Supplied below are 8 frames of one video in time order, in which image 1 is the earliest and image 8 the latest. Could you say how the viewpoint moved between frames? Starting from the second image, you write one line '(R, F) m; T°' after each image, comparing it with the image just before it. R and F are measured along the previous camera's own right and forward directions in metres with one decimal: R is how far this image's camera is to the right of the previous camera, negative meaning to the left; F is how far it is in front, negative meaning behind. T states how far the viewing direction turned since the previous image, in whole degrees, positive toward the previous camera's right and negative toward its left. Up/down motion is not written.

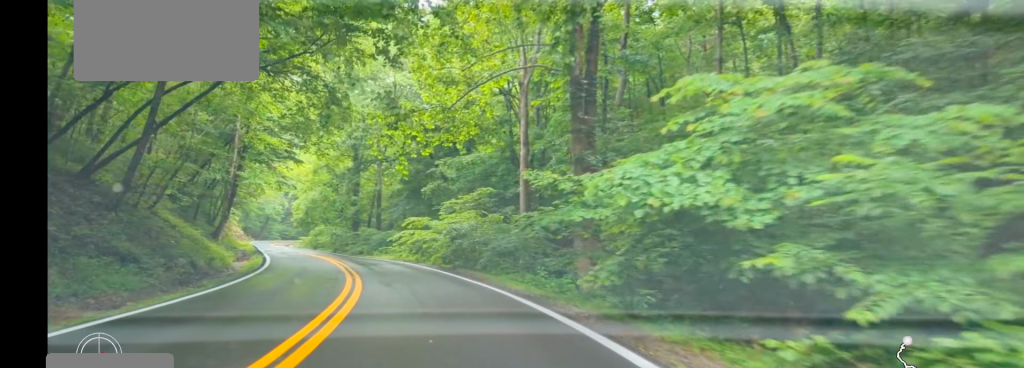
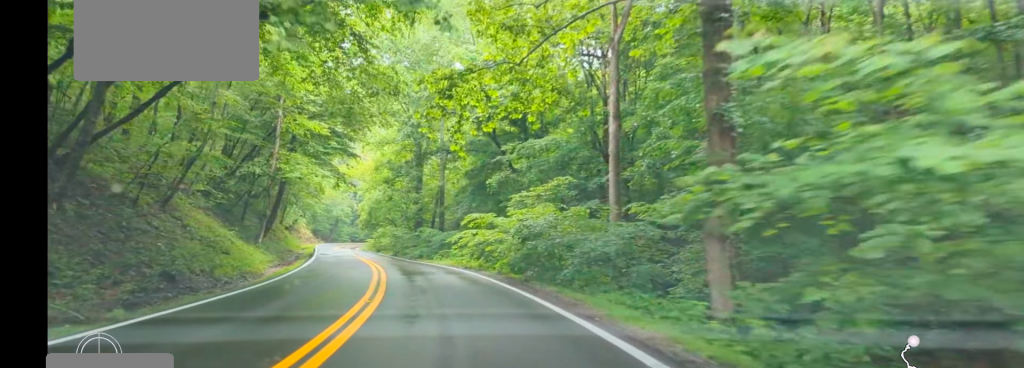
(-1.3, +8.0) m; -10°
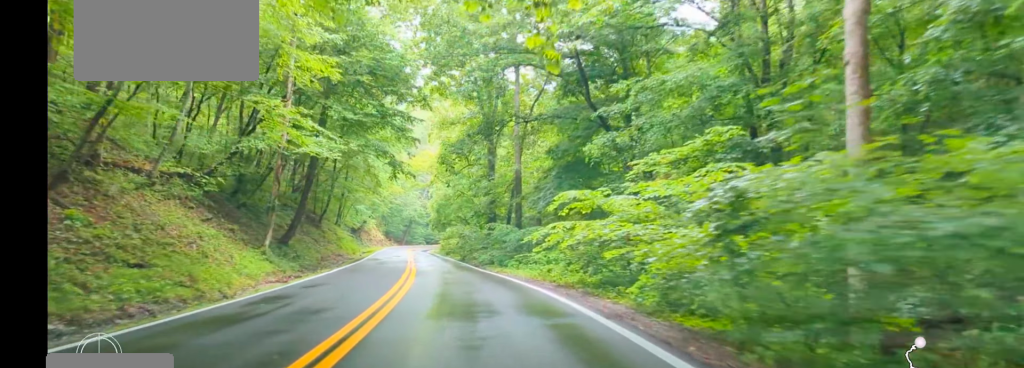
(-0.5, +12.7) m; -4°
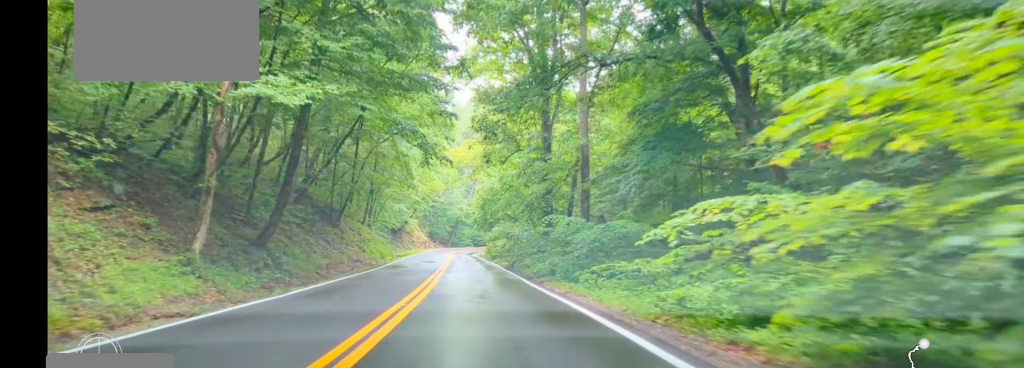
(-0.2, +11.5) m; -3°
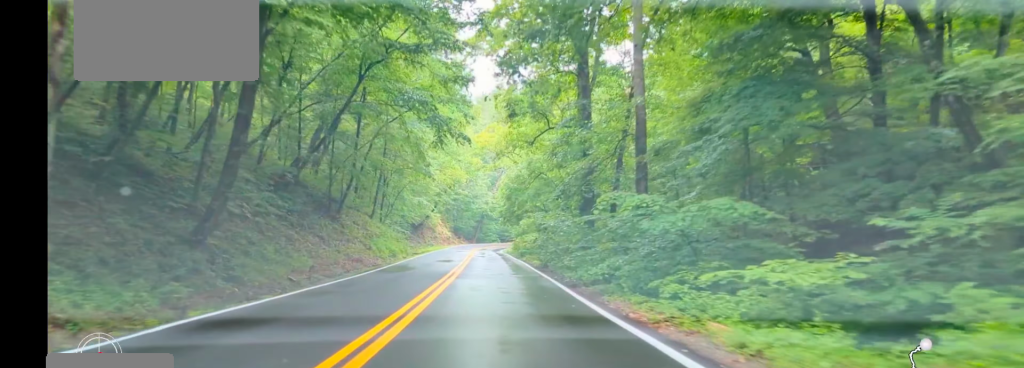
(-0.2, +7.7) m; -2°
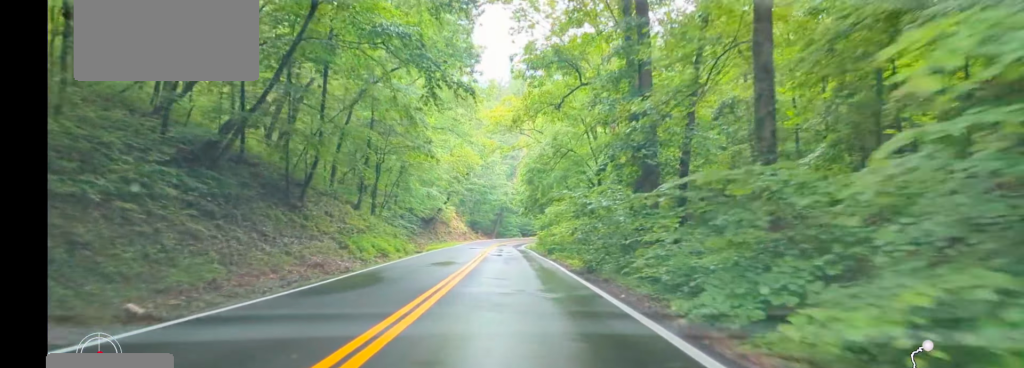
(-0.3, +10.9) m; -3°
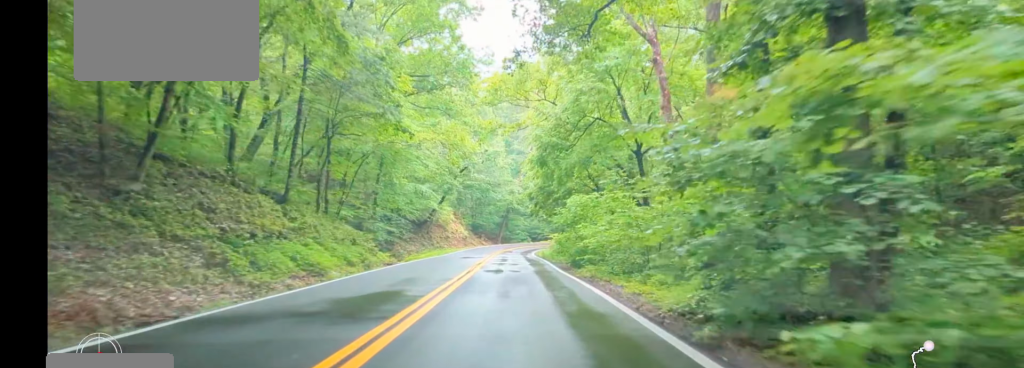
(-0.3, +13.9) m; 0°
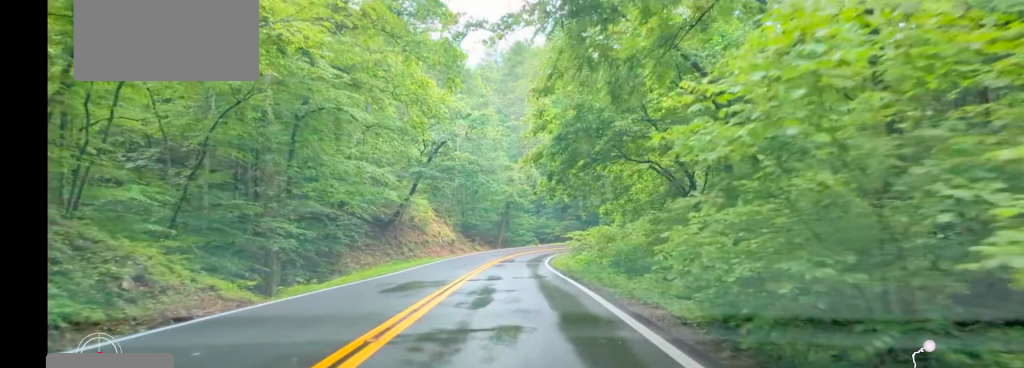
(-0.1, +22.3) m; -2°
